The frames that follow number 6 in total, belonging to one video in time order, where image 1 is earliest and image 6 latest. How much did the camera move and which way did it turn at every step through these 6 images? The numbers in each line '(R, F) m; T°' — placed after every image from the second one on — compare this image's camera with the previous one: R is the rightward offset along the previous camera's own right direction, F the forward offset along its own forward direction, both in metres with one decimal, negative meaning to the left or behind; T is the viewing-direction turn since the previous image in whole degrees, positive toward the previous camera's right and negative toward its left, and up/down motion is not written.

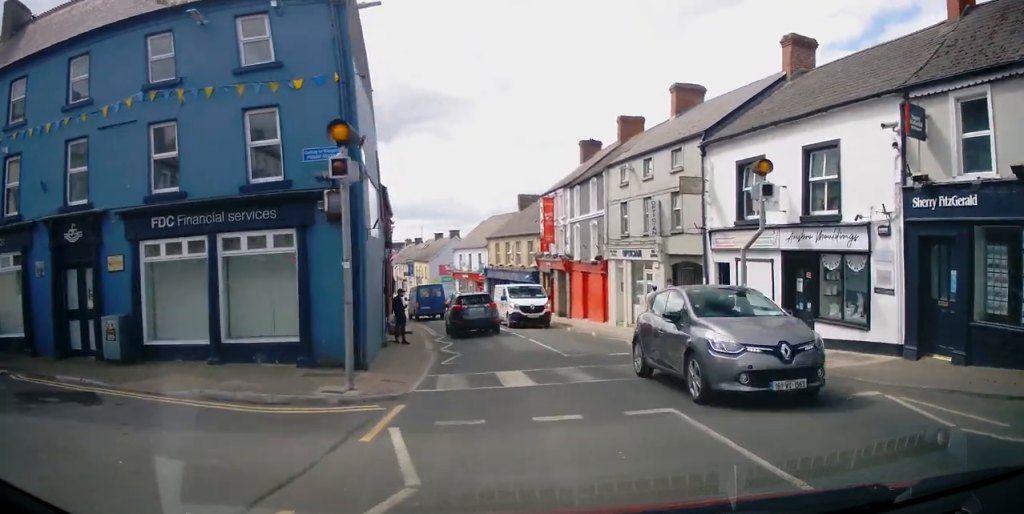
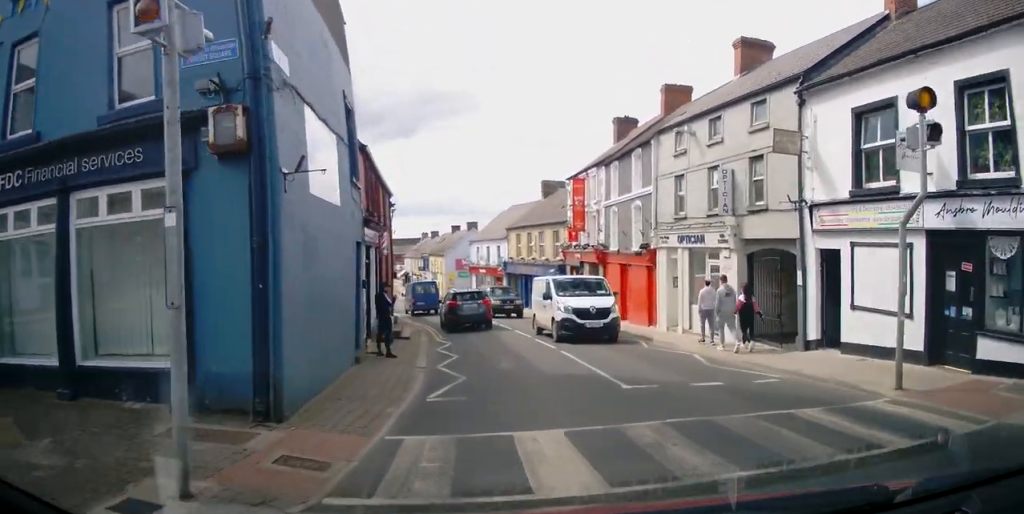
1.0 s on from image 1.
(+0.2, +5.1) m; +1°
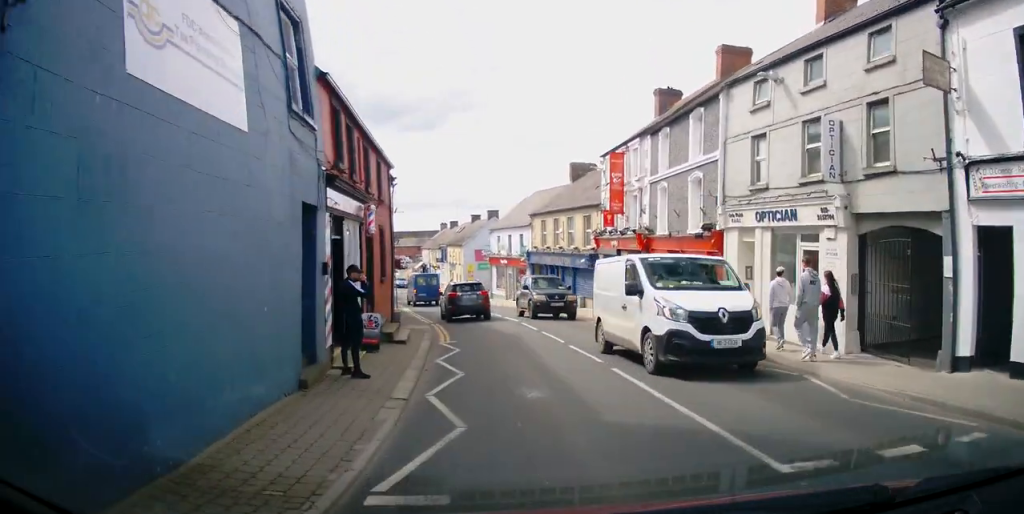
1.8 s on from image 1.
(-0.1, +4.2) m; 0°
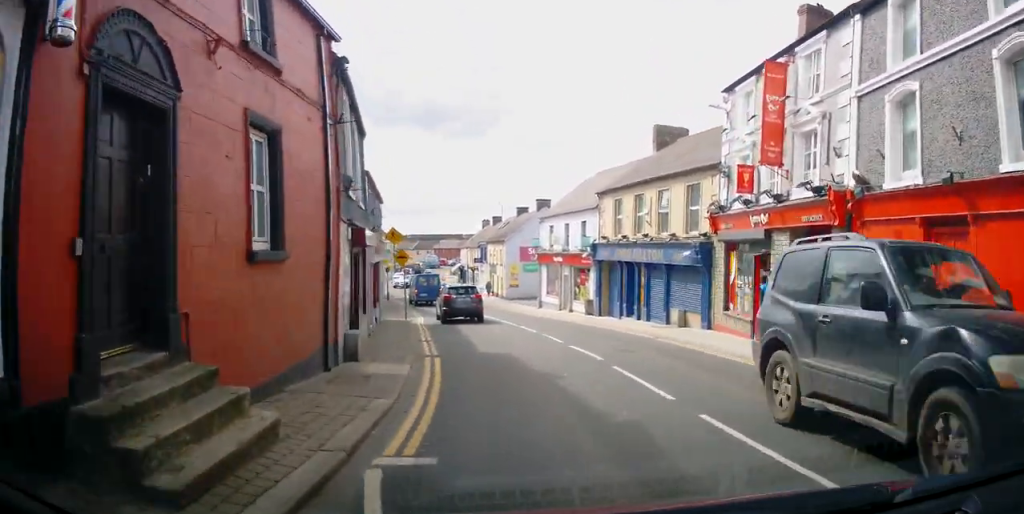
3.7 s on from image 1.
(-0.3, +10.8) m; -5°
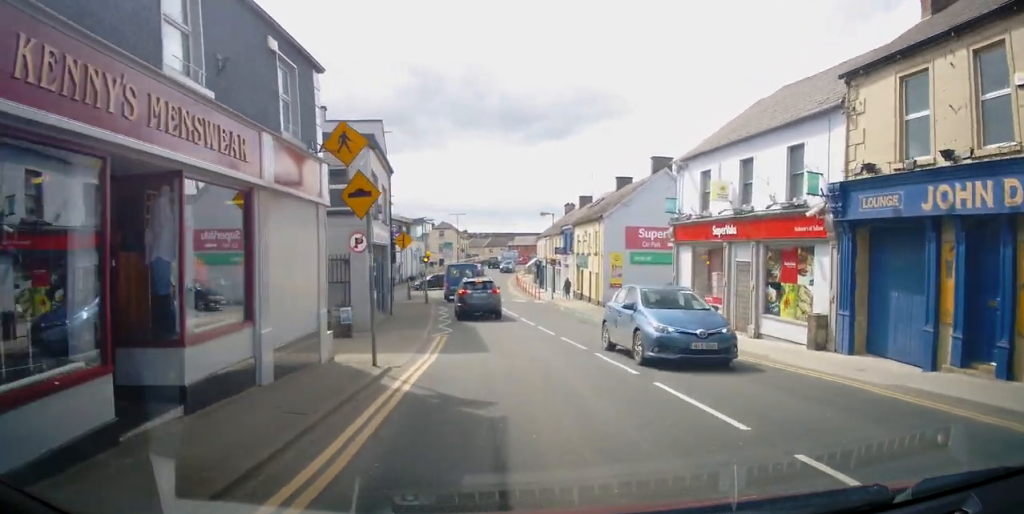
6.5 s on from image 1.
(-1.6, +17.1) m; -8°
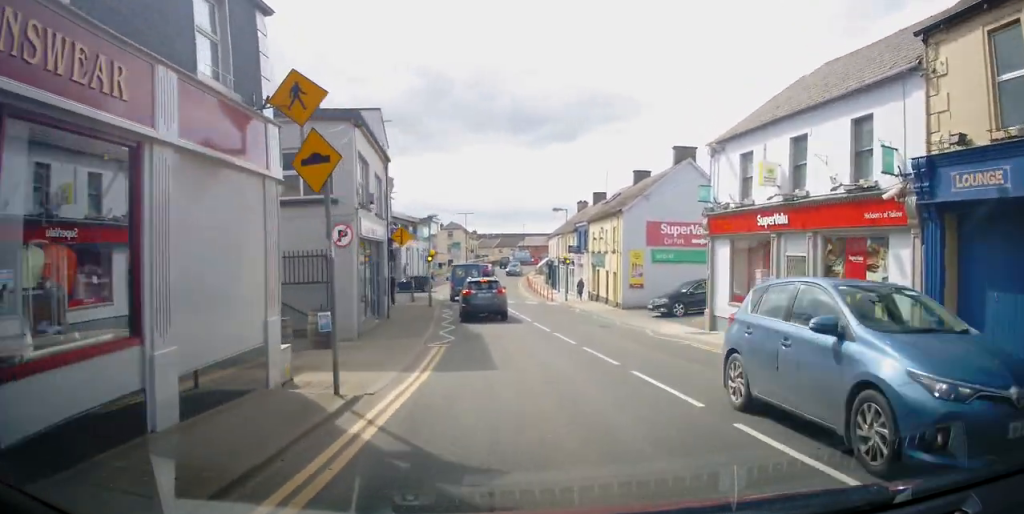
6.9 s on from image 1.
(+0.1, +2.7) m; 0°
